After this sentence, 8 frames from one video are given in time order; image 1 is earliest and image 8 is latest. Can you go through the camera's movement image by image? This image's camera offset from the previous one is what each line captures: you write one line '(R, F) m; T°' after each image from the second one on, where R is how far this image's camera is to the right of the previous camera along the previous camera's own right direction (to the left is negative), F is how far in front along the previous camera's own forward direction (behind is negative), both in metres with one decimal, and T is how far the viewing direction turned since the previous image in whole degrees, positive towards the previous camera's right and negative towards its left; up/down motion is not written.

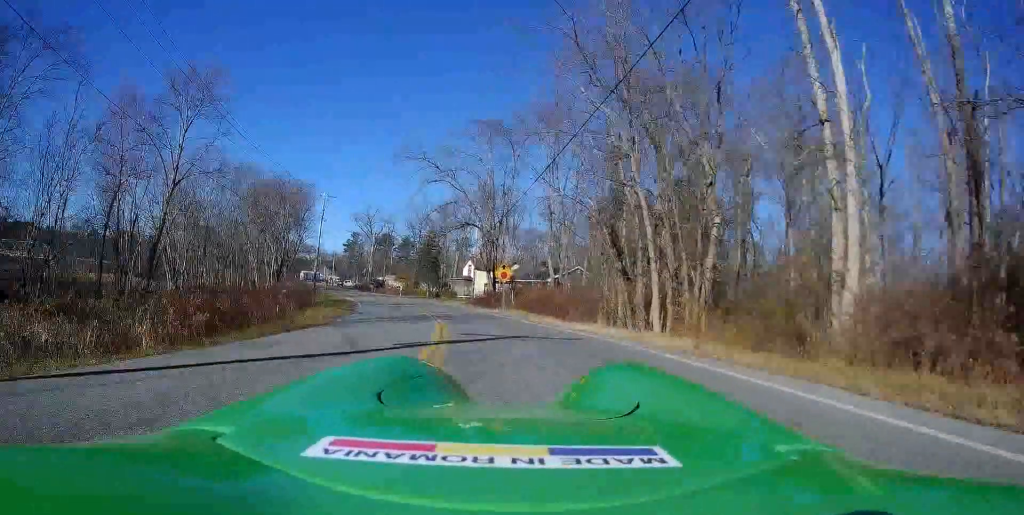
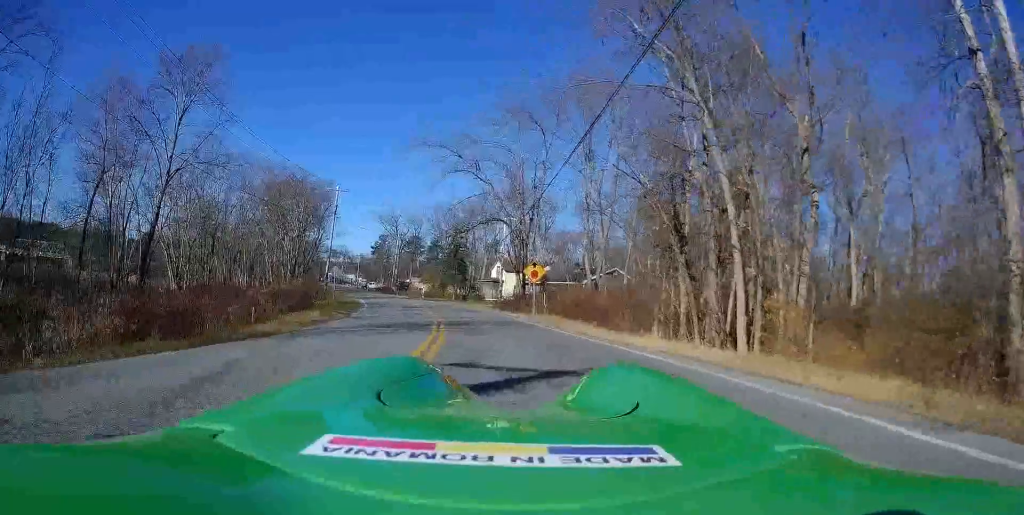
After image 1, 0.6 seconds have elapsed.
(-0.2, +5.9) m; -8°
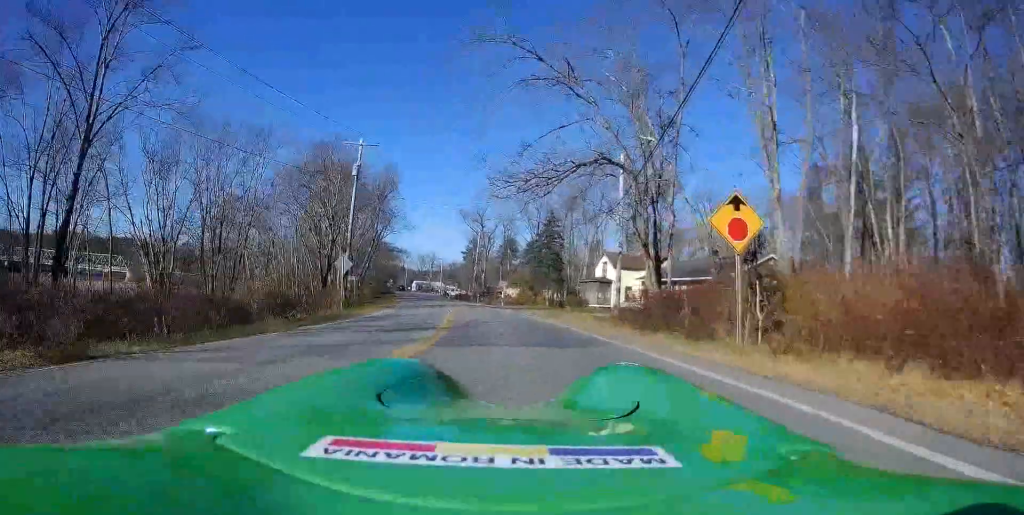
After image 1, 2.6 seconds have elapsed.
(-2.5, +19.0) m; -1°
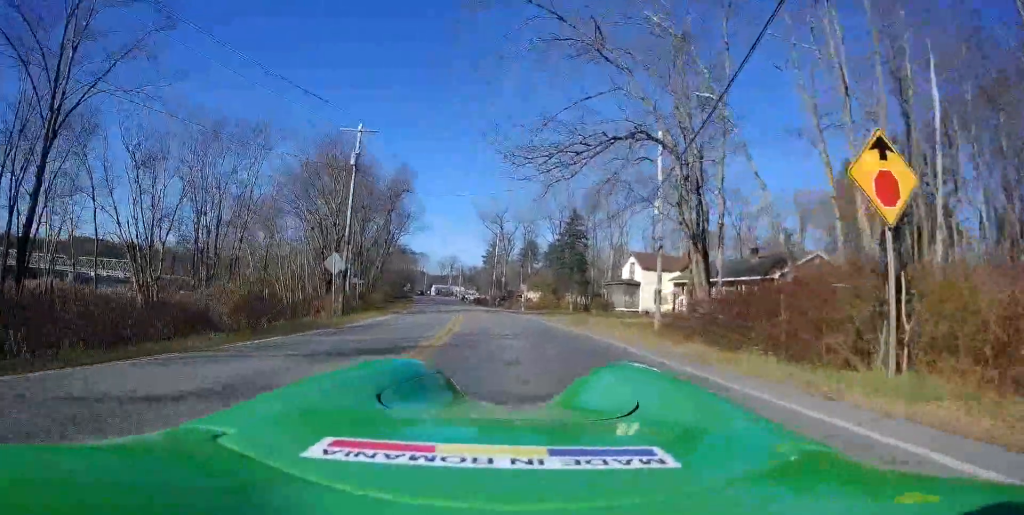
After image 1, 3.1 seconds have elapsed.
(+0.5, +4.6) m; +6°
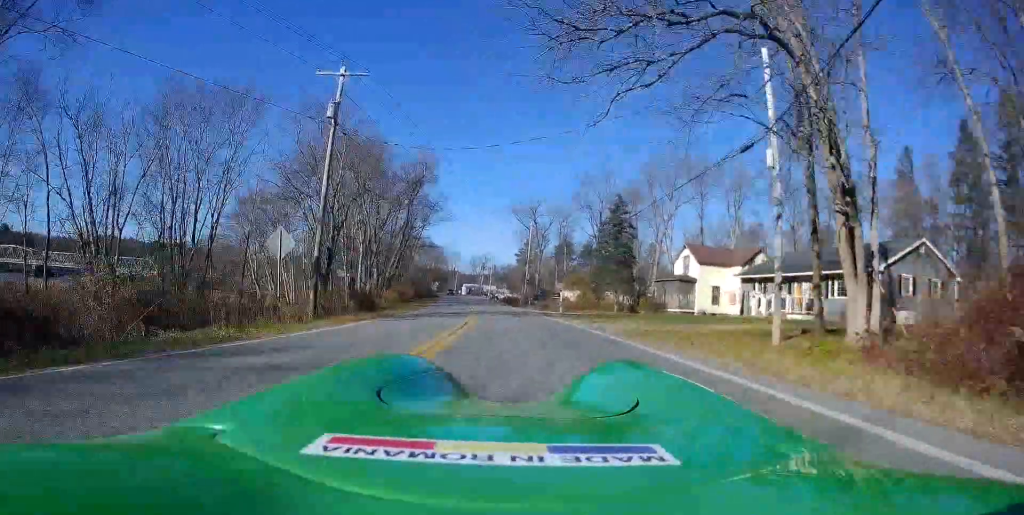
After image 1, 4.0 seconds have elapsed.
(0.0, +9.3) m; +5°
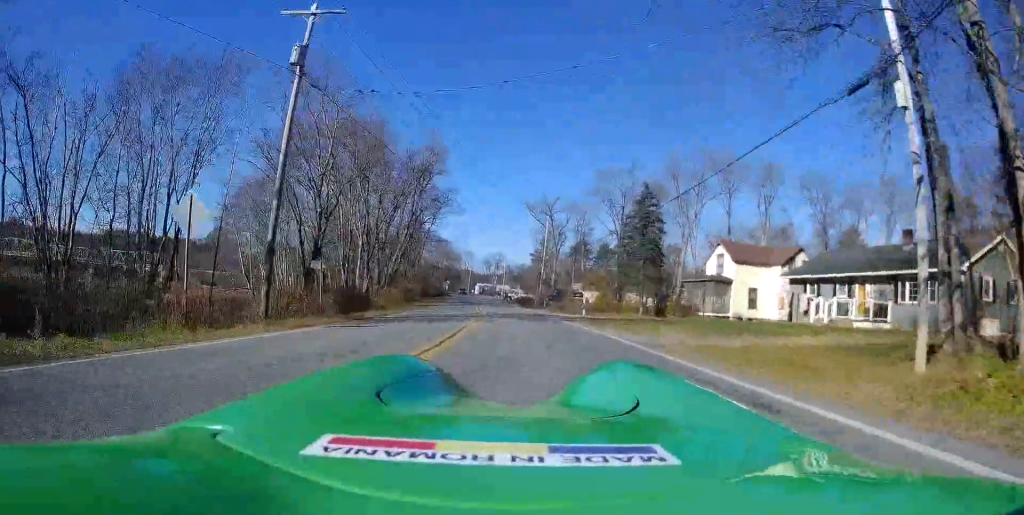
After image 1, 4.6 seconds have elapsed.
(+0.4, +6.0) m; +3°
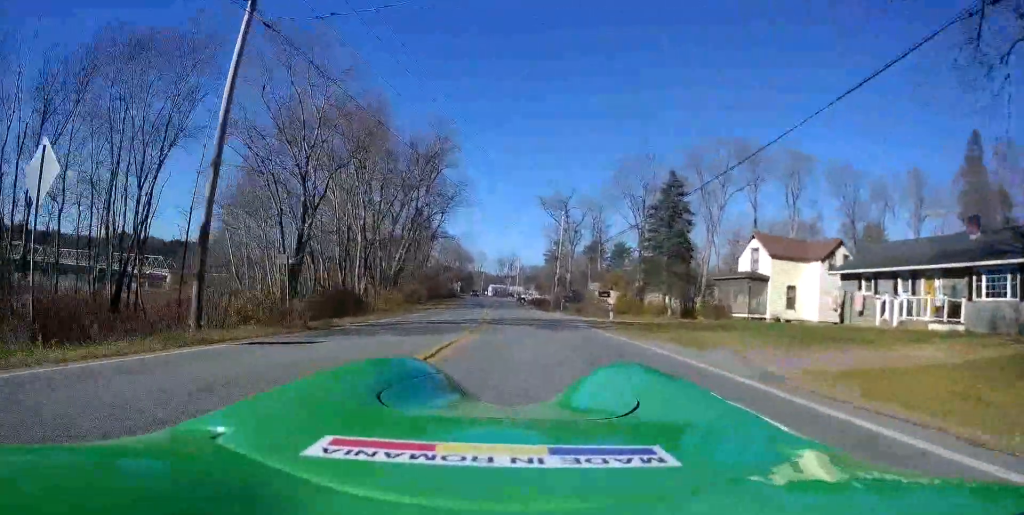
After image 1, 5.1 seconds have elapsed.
(+0.2, +4.7) m; +2°
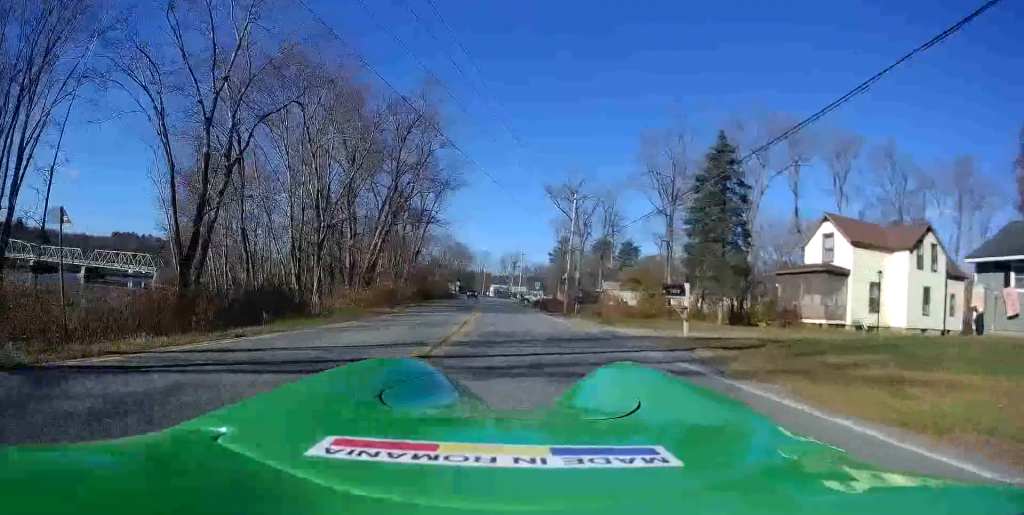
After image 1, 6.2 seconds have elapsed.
(-0.6, +10.6) m; -13°
